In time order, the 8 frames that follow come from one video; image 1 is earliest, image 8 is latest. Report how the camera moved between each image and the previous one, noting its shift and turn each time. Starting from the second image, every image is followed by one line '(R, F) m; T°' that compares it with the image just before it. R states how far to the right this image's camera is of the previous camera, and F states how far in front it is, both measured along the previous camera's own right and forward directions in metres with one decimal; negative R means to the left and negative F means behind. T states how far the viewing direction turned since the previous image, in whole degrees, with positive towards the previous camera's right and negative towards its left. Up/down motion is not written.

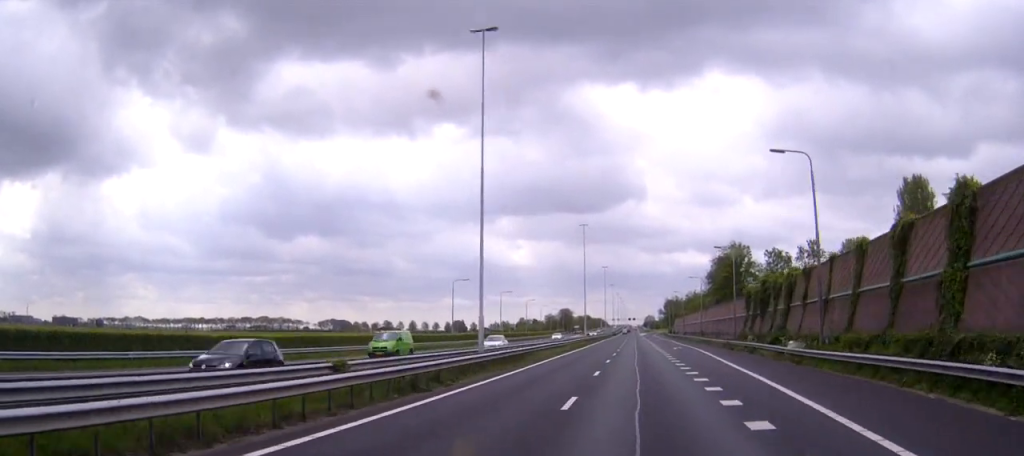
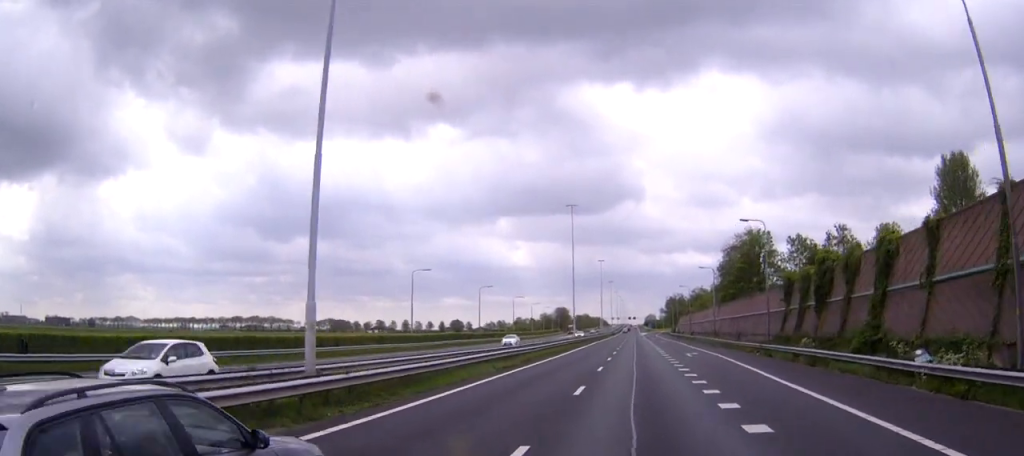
(0.0, +20.1) m; 0°
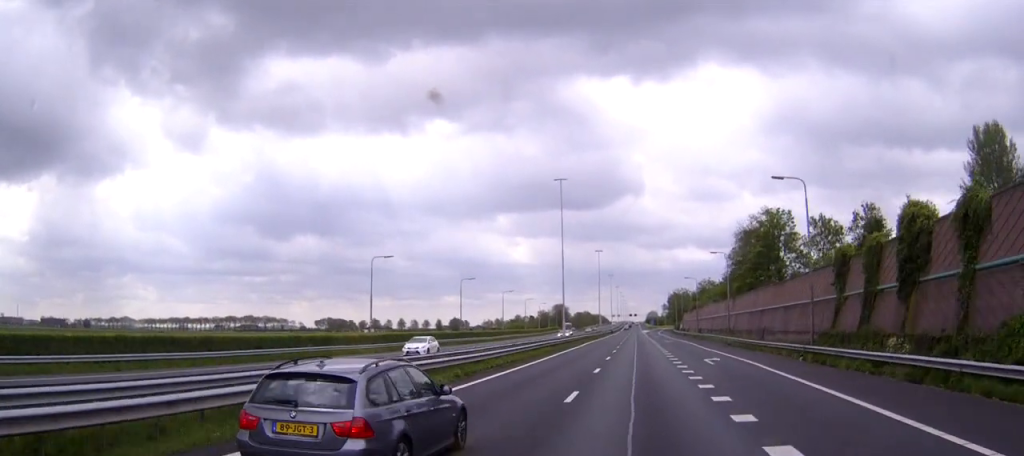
(0.0, +14.4) m; 0°
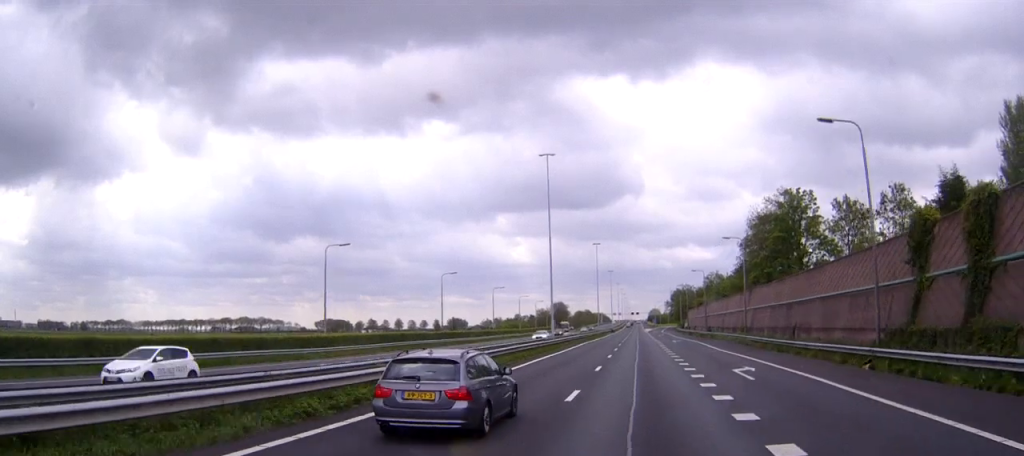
(0.0, +12.0) m; 0°
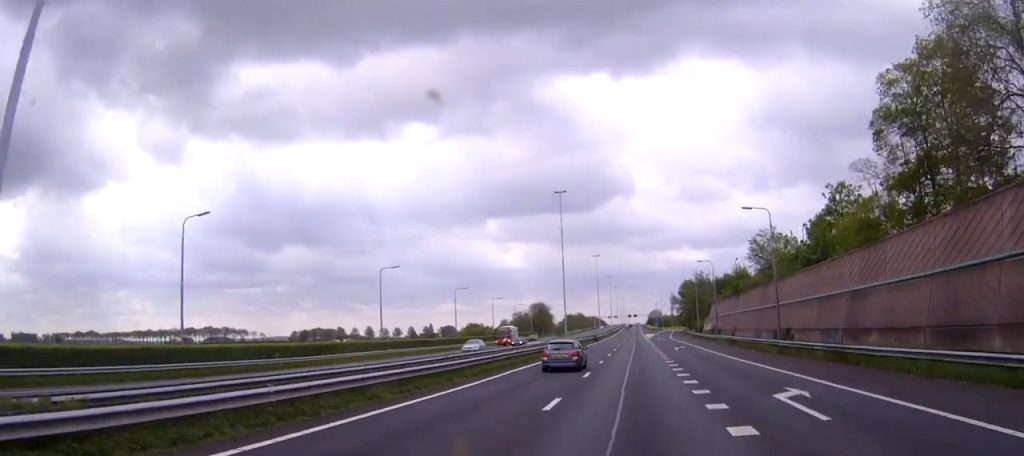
(-0.2, +61.2) m; 0°
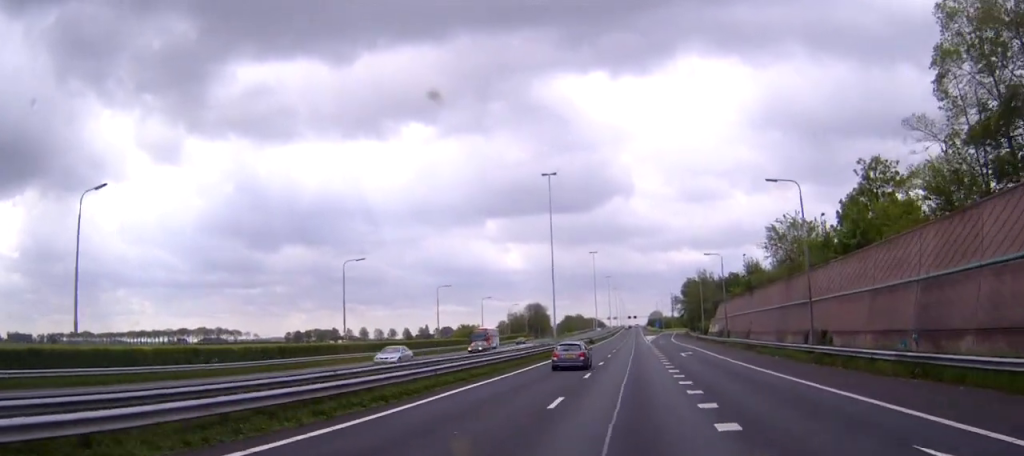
(0.0, +10.5) m; 0°
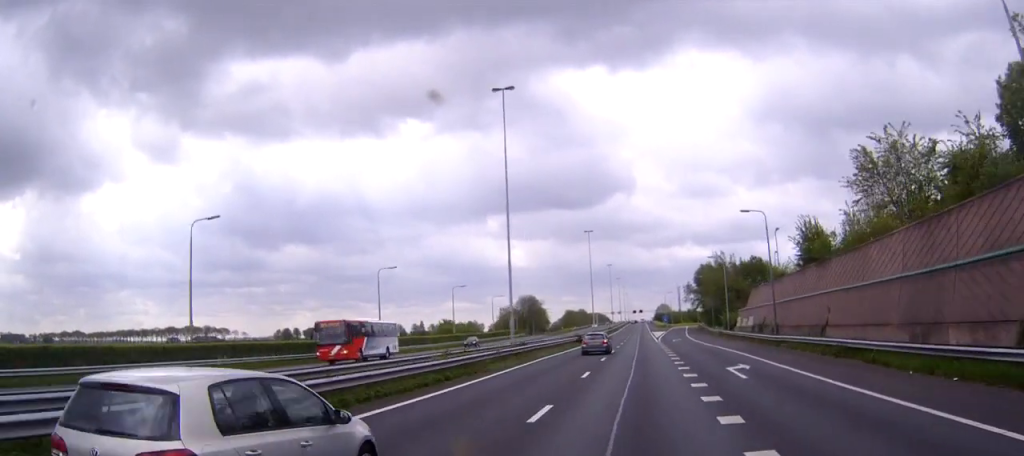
(-0.1, +27.8) m; 0°
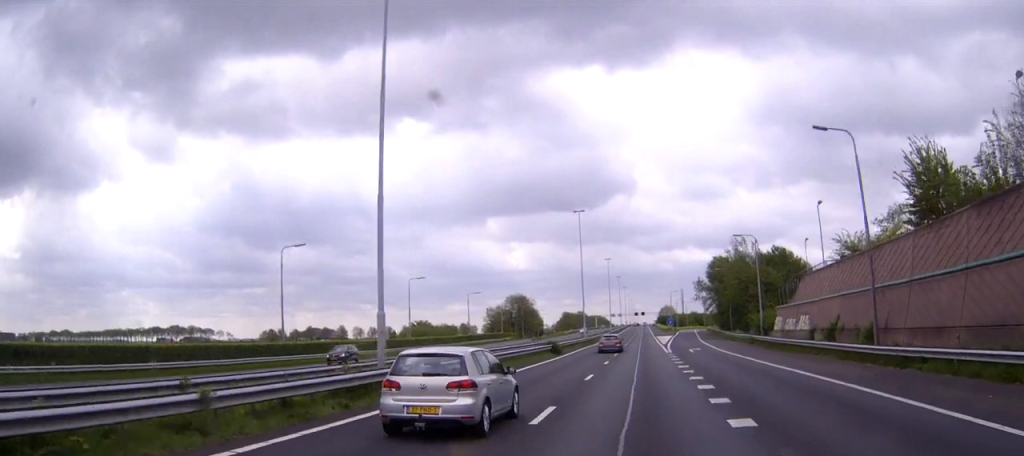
(0.0, +24.5) m; 0°
